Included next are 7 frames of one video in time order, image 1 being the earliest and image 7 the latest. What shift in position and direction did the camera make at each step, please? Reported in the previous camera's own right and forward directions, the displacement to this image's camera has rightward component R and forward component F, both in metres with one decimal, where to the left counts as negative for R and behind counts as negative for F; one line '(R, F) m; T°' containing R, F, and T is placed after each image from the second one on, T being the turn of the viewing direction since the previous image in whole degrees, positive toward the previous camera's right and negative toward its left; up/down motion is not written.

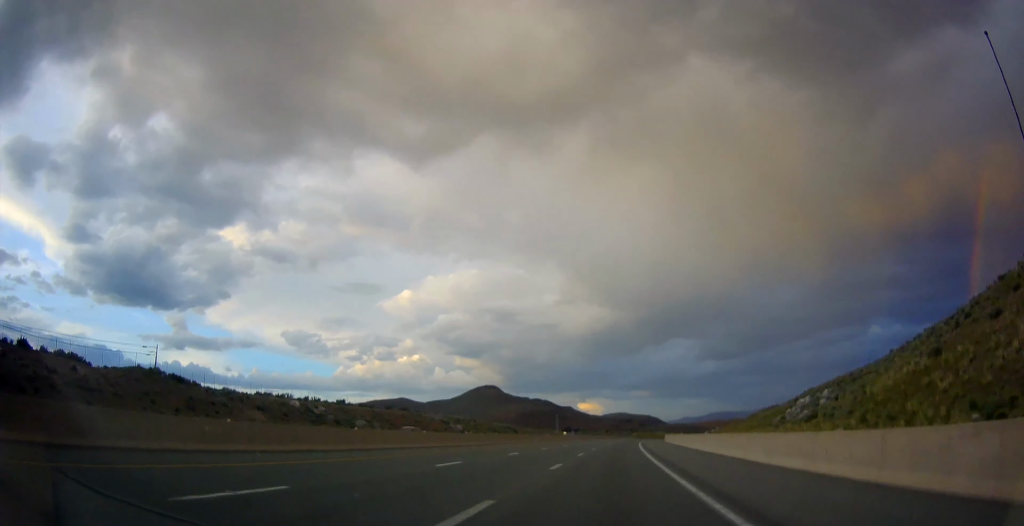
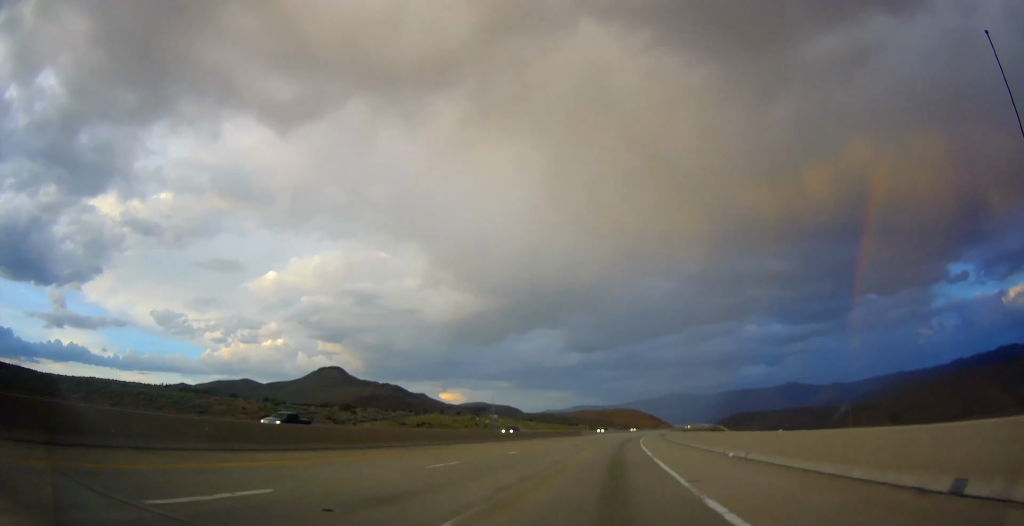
(+33.3, +279.3) m; +12°
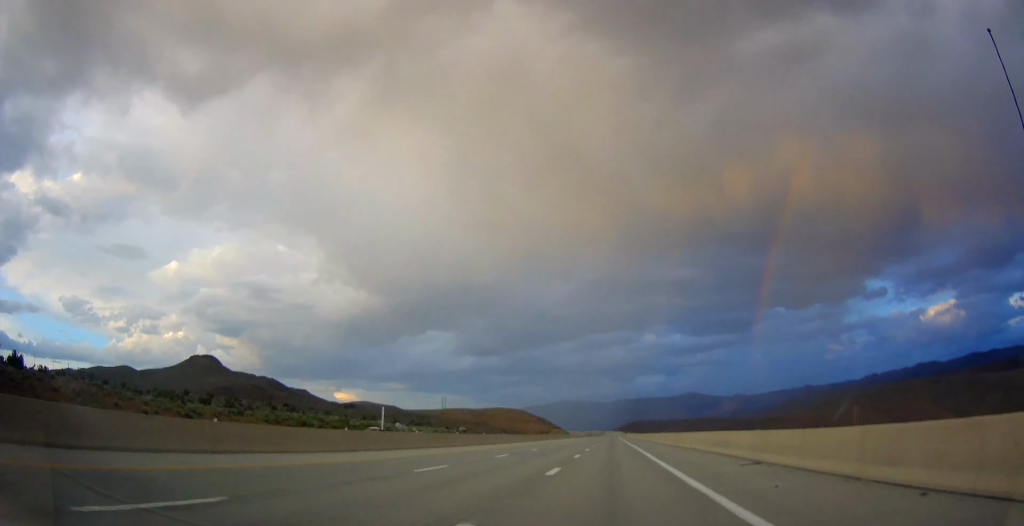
(+15.2, +222.7) m; +5°
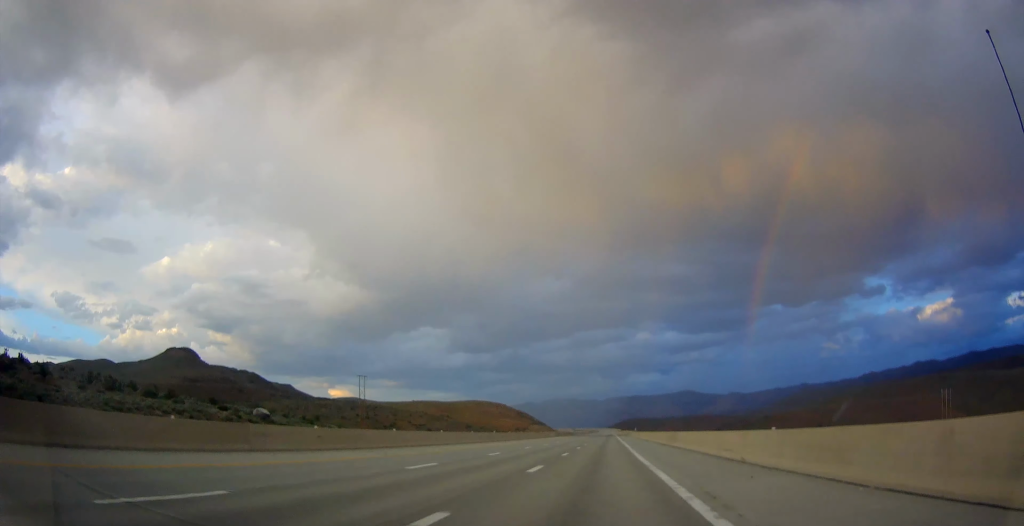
(+3.4, +118.1) m; +1°
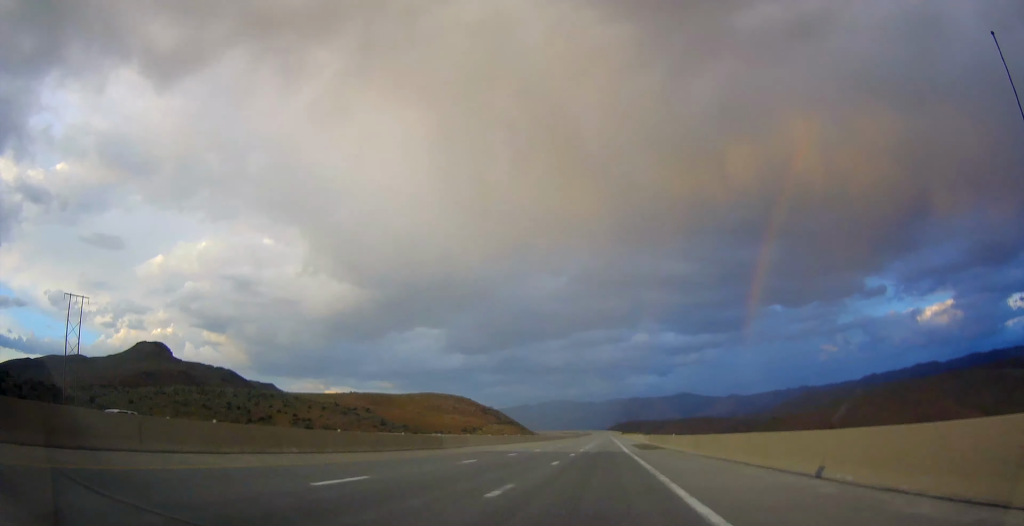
(+1.6, +161.6) m; 0°
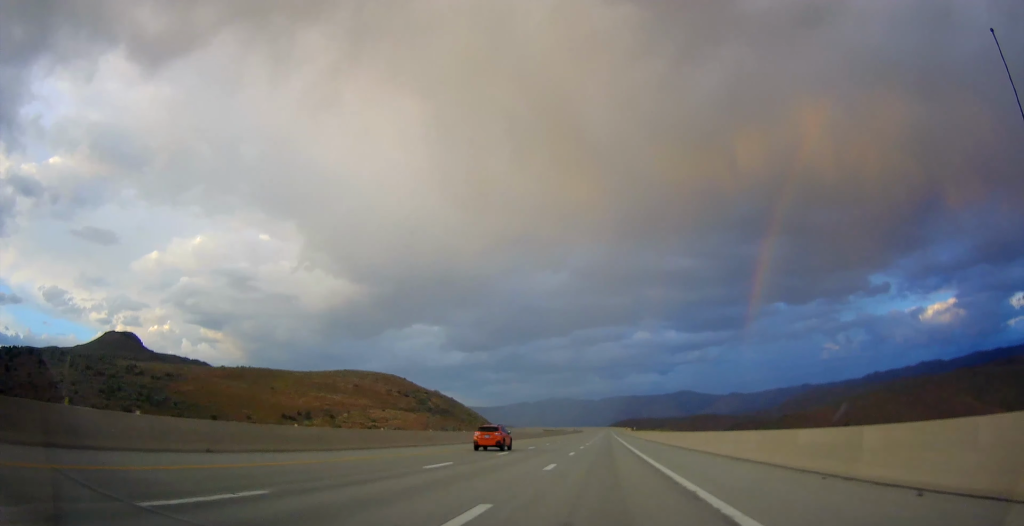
(+0.4, +172.4) m; -1°
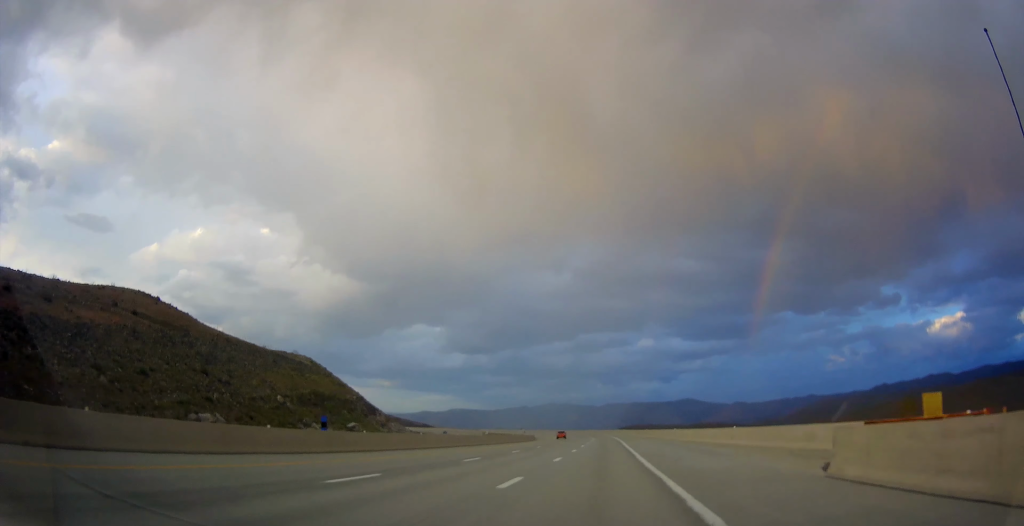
(+2.2, +226.1) m; -7°
